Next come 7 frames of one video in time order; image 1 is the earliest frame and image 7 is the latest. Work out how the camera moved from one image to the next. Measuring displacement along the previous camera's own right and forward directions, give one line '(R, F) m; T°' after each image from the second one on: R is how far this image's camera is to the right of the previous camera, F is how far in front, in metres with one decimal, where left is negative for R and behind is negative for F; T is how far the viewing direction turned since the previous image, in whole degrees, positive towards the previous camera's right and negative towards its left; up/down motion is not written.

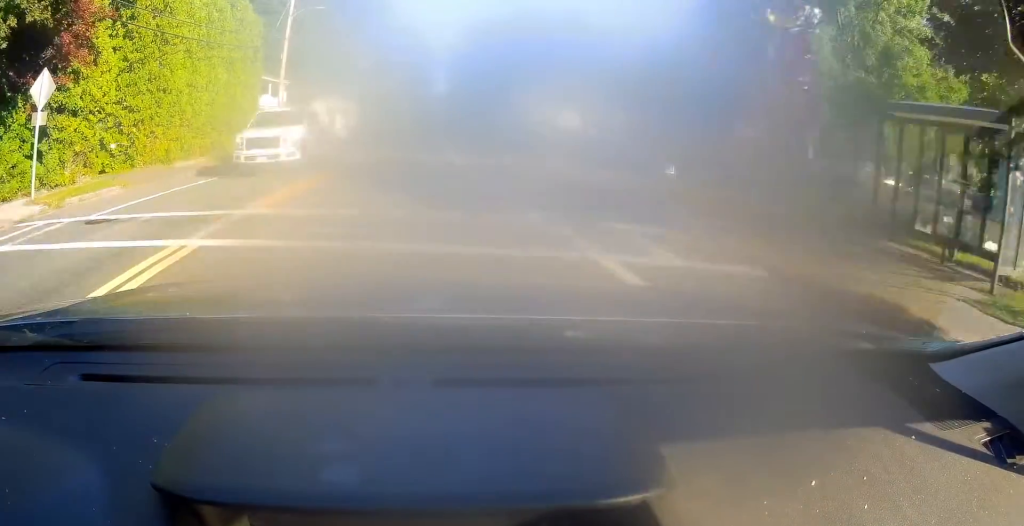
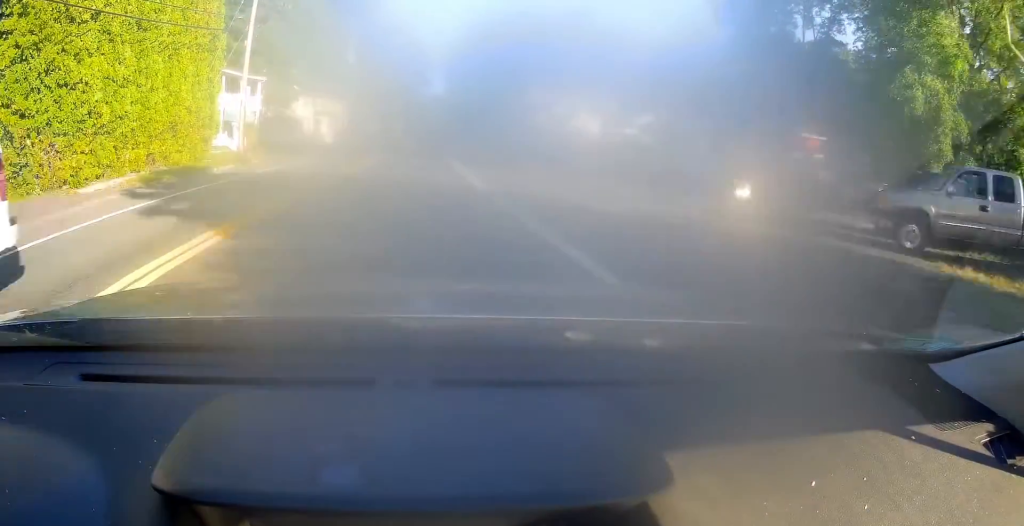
(0.0, +7.3) m; 0°
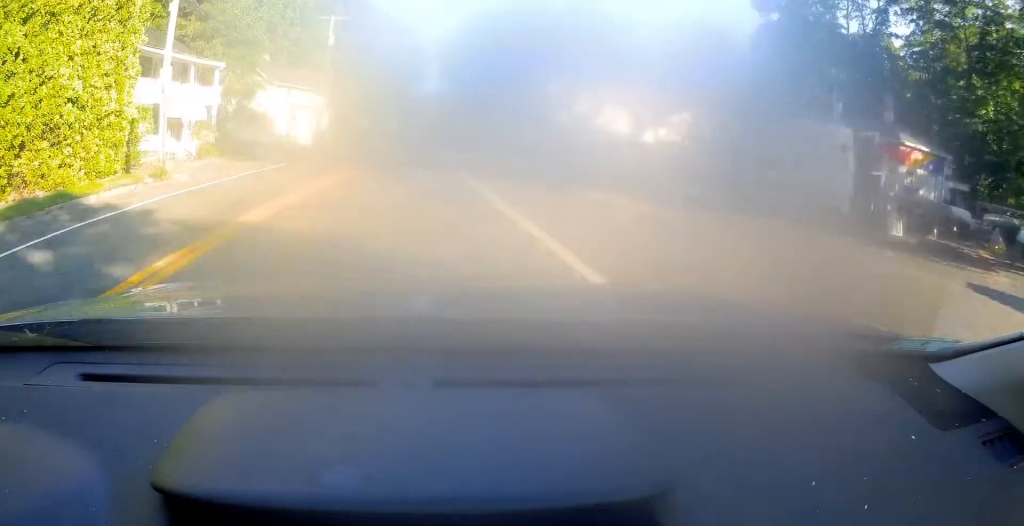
(0.0, +9.1) m; 0°
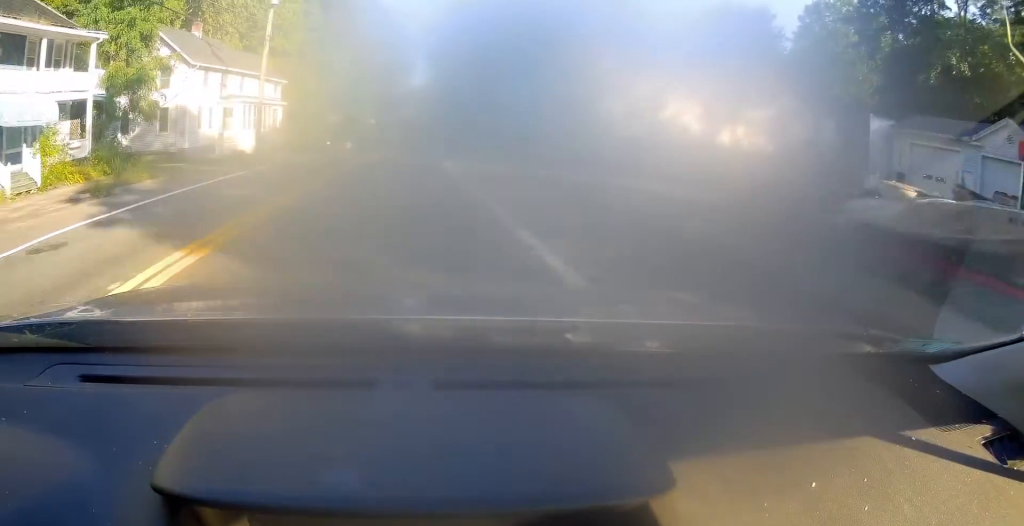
(0.0, +13.2) m; +1°
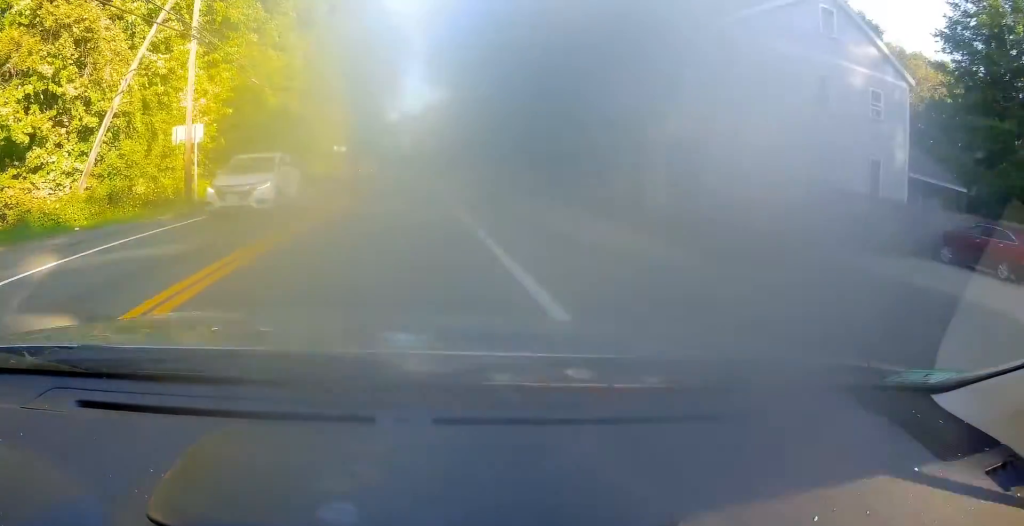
(+1.3, +37.7) m; +2°
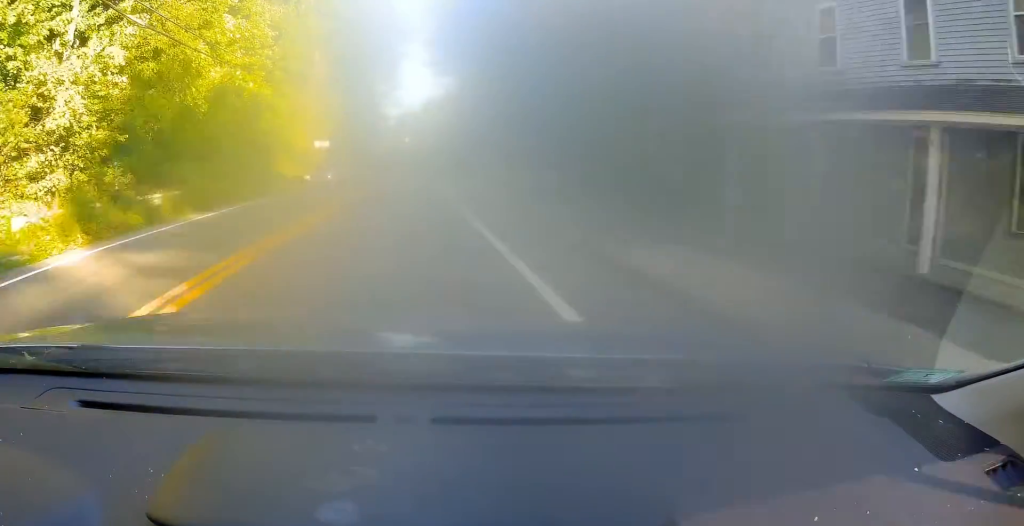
(-0.1, +13.0) m; -1°
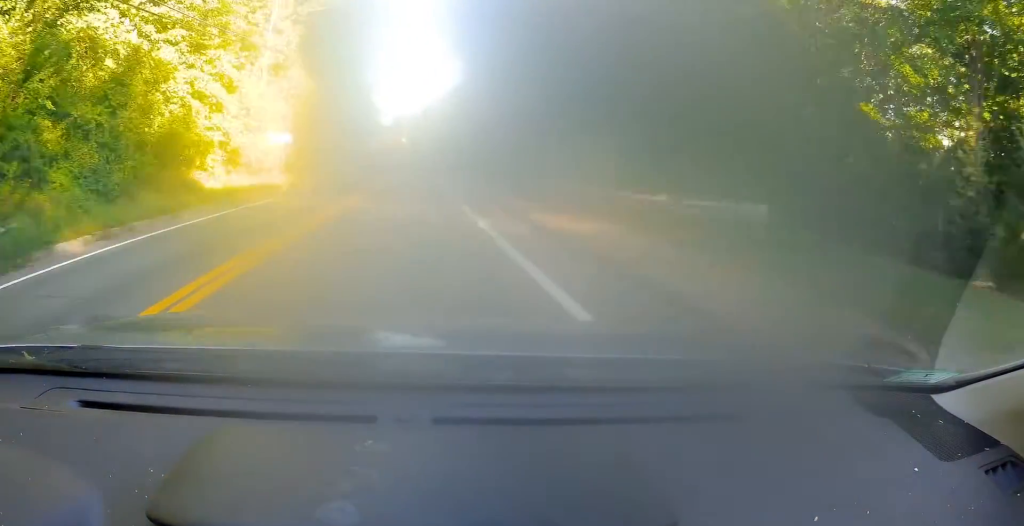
(-0.1, +15.4) m; -1°
